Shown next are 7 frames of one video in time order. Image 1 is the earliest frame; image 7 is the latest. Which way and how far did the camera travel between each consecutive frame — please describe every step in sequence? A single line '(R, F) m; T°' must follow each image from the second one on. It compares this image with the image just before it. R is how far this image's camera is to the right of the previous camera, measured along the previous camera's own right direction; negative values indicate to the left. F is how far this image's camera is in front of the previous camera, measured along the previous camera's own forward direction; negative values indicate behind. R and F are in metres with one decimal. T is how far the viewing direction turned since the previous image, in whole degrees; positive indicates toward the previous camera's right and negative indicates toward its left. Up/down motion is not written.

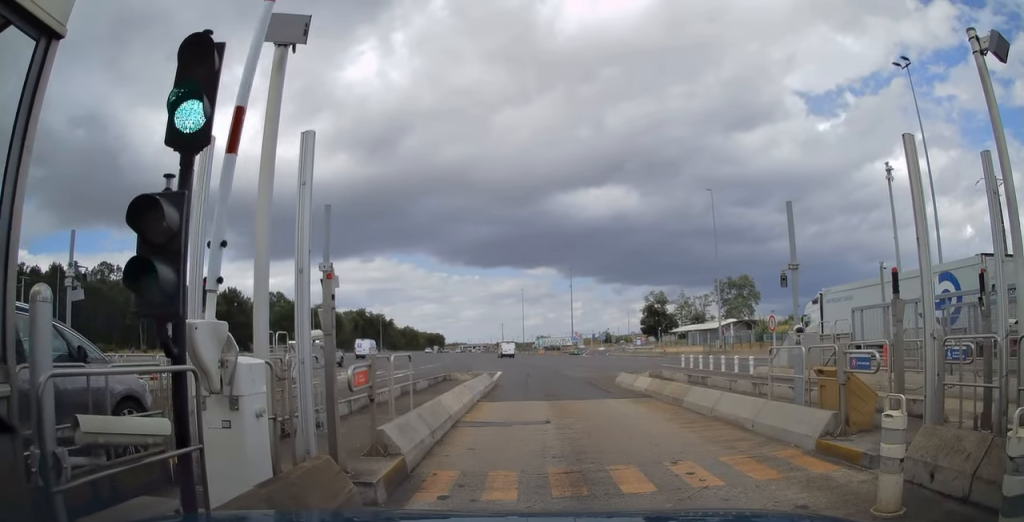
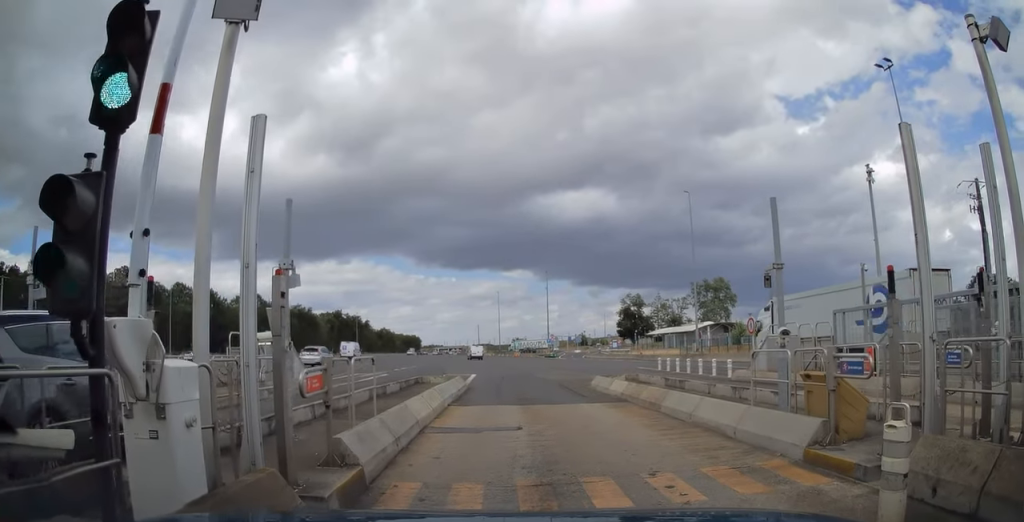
(0.0, +1.3) m; 0°
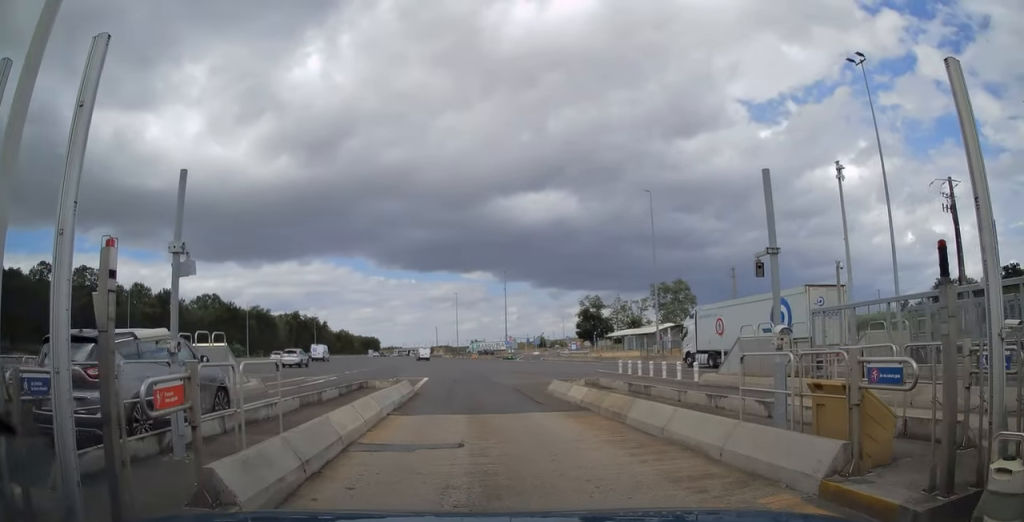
(0.0, +2.4) m; 0°
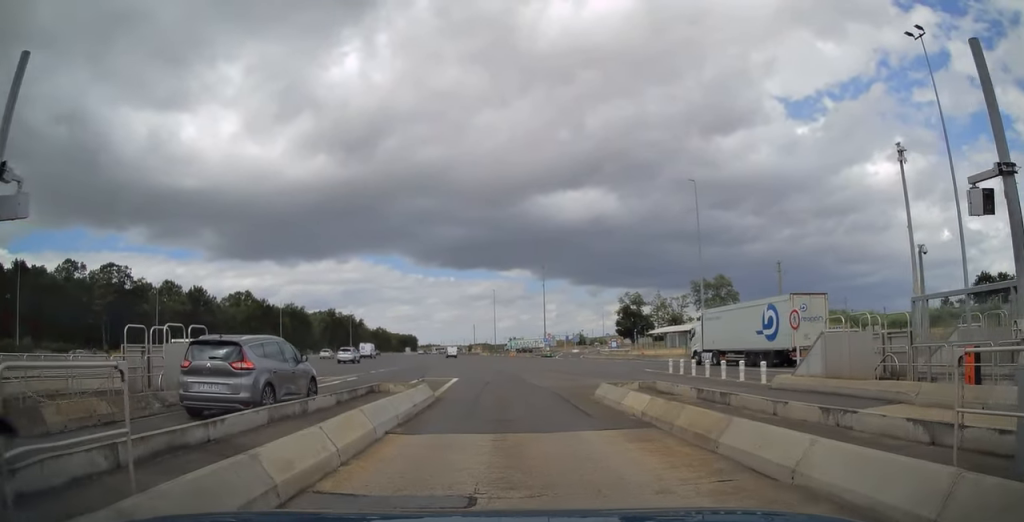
(0.0, +4.2) m; -2°
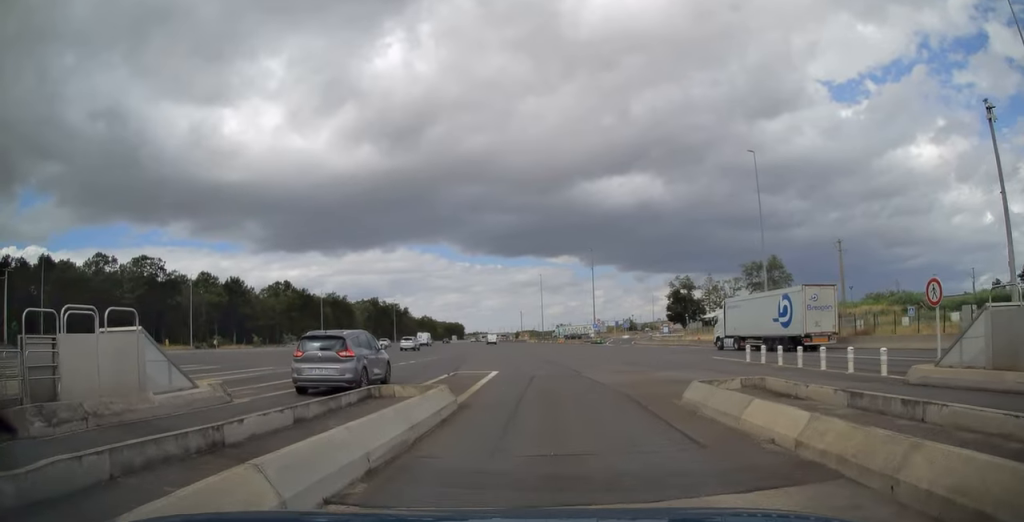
(-0.1, +5.6) m; -2°
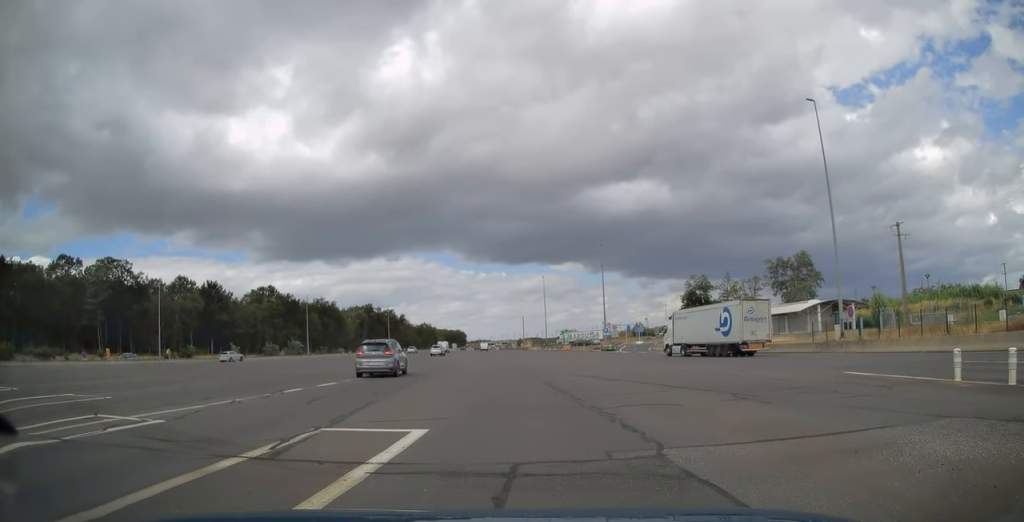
(-0.4, +16.1) m; -2°
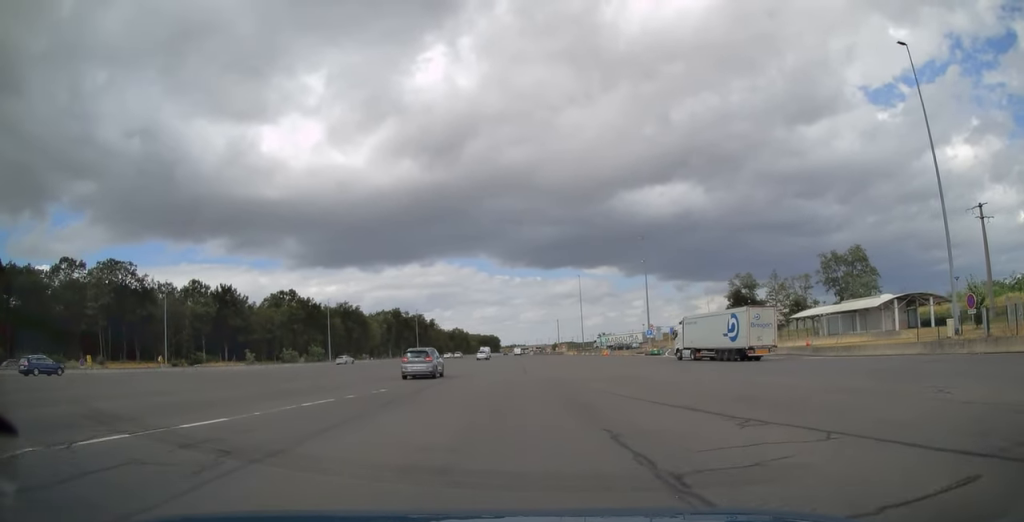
(0.0, +9.9) m; -2°
